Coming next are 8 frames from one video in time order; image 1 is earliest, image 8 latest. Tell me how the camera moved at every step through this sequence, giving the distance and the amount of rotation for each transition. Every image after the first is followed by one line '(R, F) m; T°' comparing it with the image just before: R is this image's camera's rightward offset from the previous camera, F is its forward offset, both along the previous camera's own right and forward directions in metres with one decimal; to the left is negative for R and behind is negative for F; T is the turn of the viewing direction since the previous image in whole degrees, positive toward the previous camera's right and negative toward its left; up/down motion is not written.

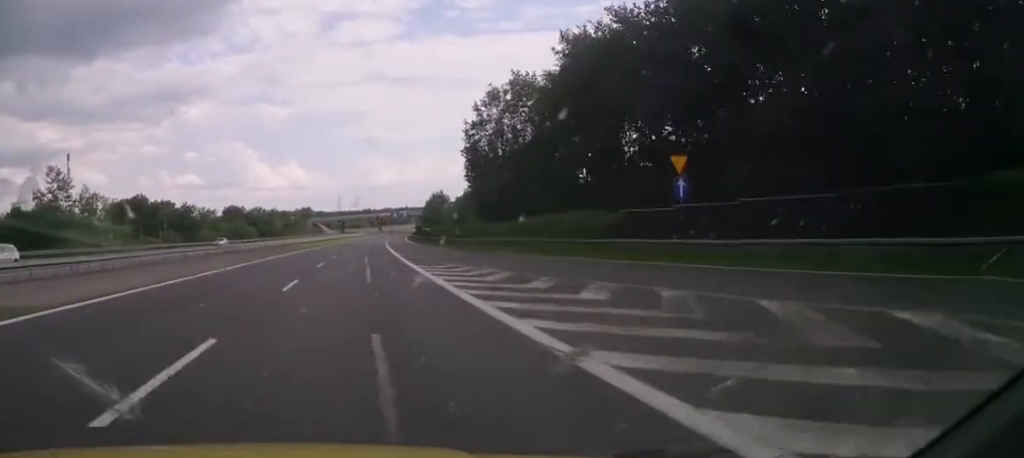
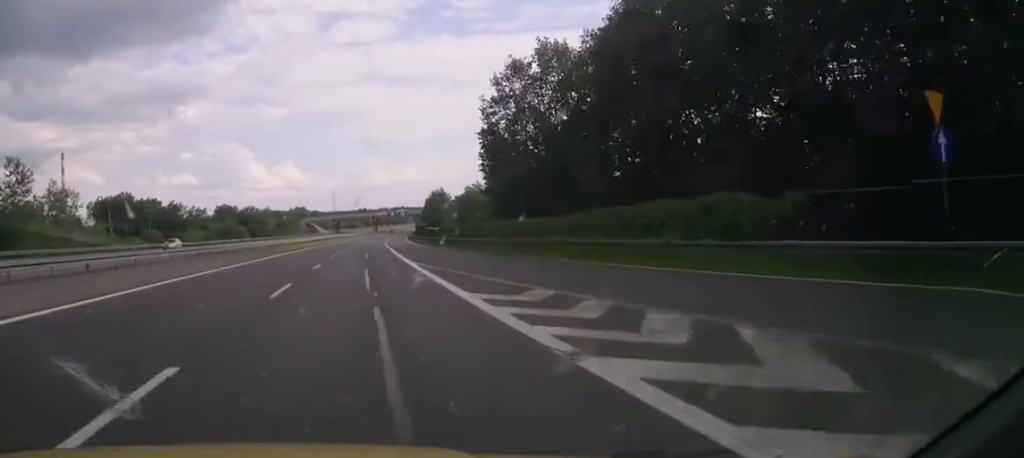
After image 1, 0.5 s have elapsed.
(+0.3, +13.5) m; 0°
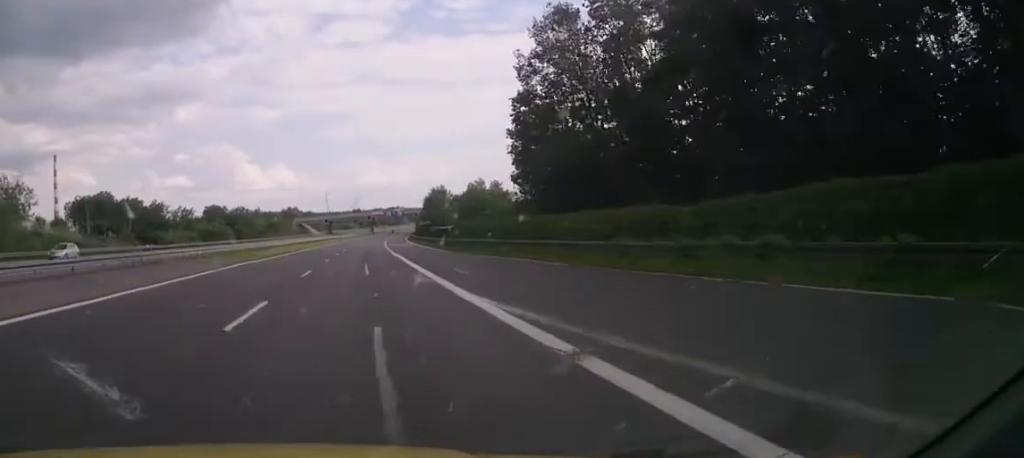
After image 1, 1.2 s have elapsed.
(-0.4, +17.1) m; 0°
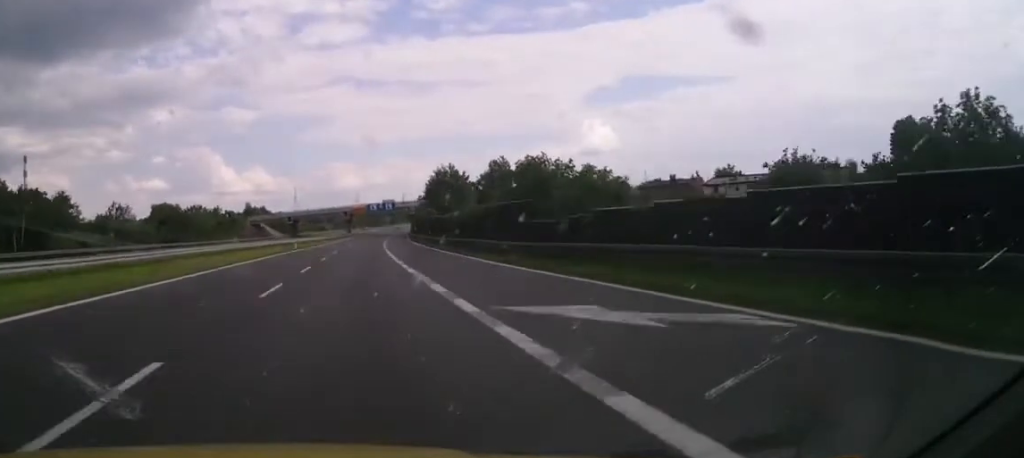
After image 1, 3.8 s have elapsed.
(+2.1, +67.7) m; +2°
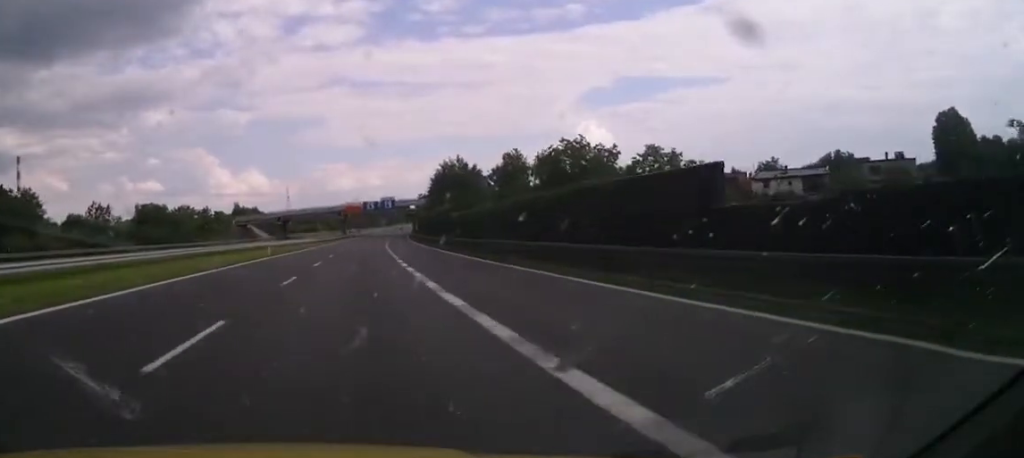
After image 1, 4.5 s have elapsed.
(-0.4, +18.3) m; 0°
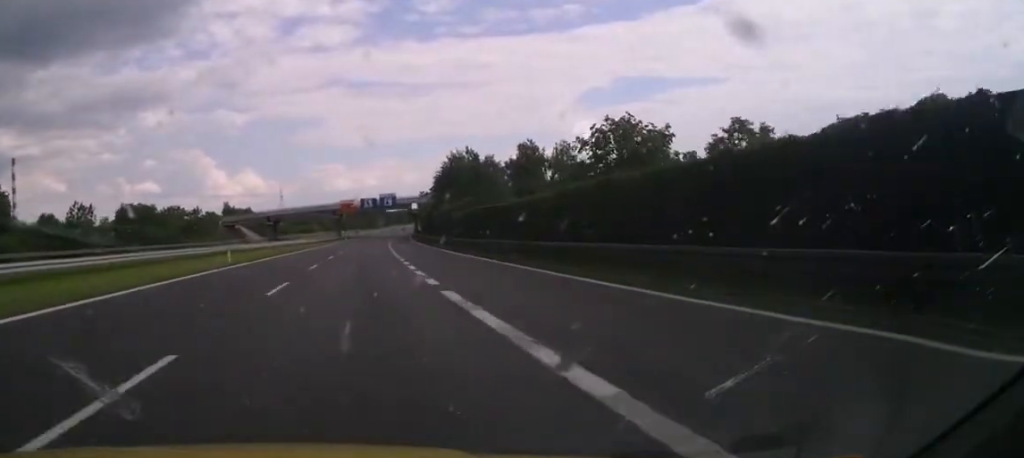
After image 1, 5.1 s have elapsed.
(+0.2, +15.0) m; +1°
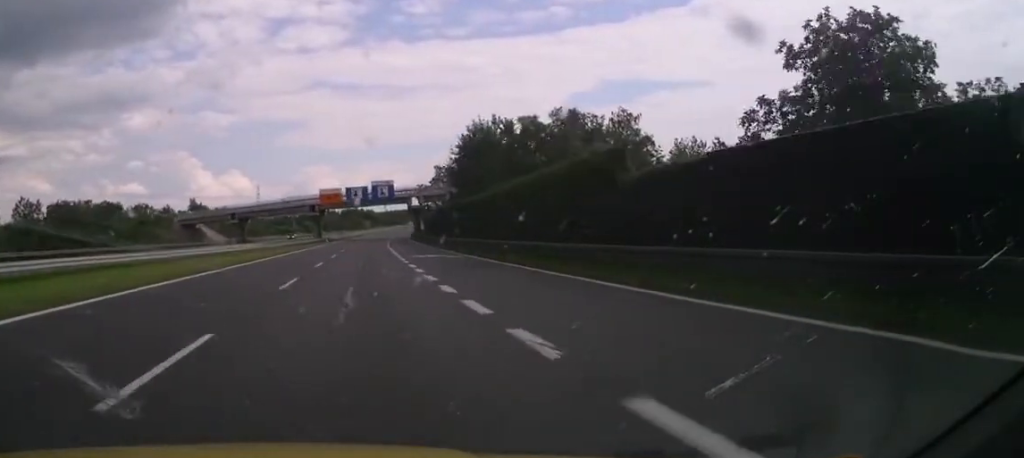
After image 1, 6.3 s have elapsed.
(+0.3, +33.7) m; +1°
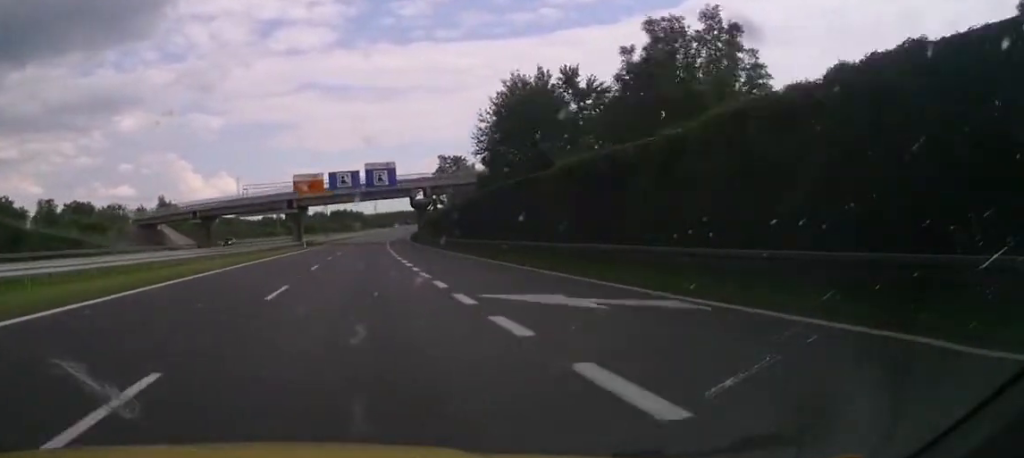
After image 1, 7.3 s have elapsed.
(+0.4, +26.0) m; +2°
